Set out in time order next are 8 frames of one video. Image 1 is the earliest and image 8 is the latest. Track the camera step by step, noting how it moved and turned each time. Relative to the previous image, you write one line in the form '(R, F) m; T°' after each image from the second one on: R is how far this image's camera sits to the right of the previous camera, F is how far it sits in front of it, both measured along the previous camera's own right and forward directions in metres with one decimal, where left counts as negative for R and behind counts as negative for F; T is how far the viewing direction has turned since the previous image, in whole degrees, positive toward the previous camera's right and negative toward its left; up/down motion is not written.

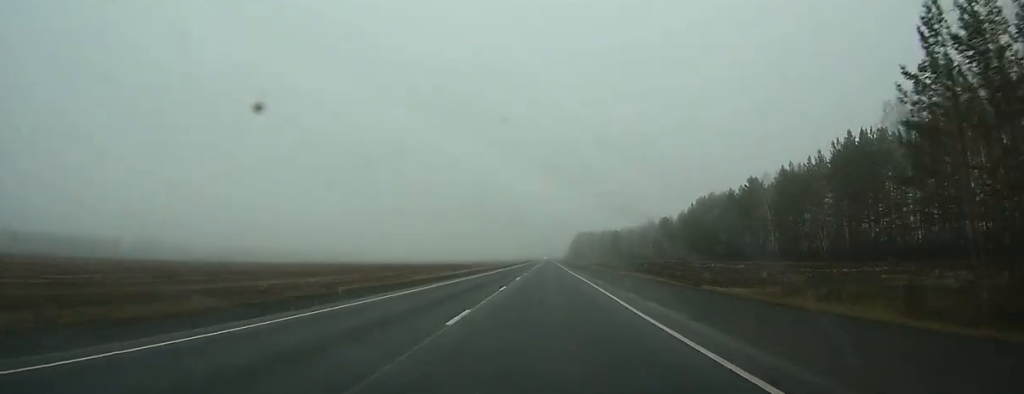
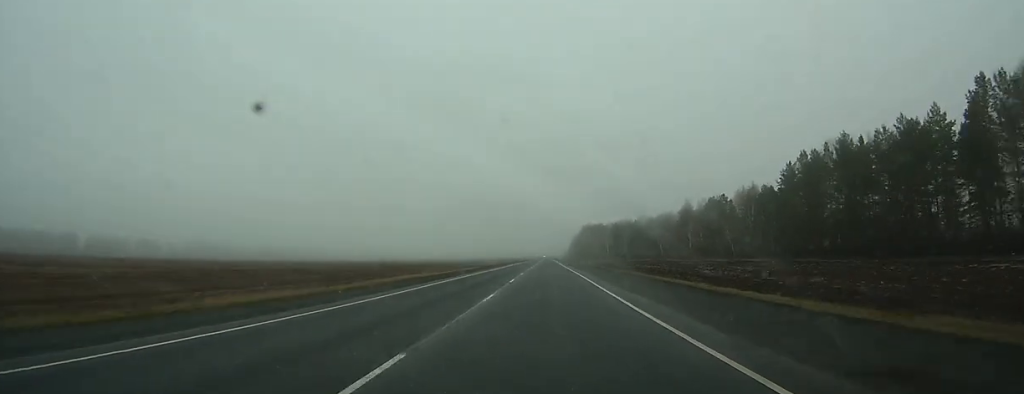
(+0.5, +78.8) m; +1°
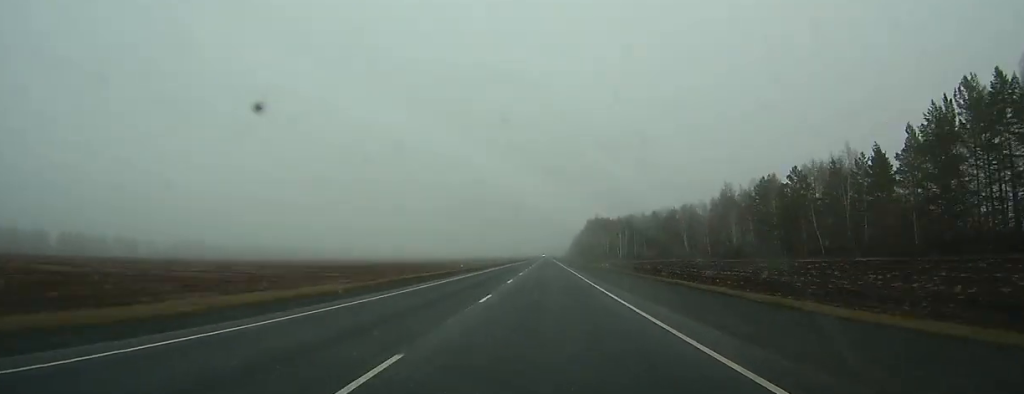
(+0.2, +48.4) m; 0°
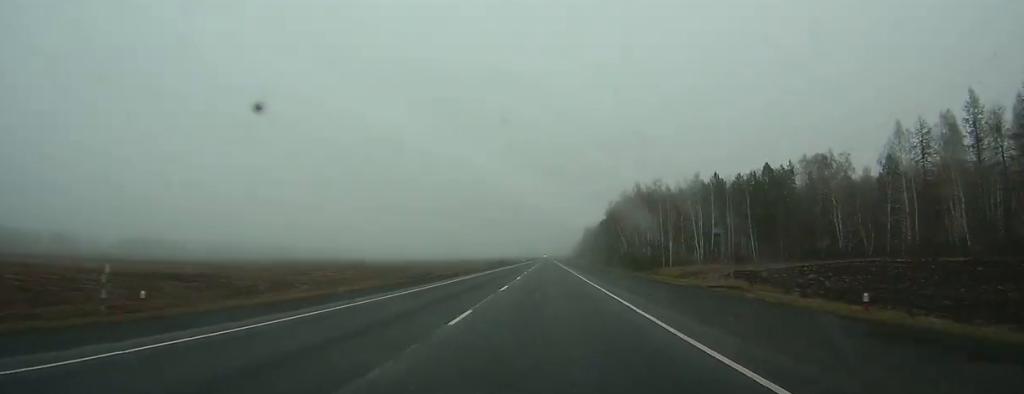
(-0.4, +114.5) m; 0°
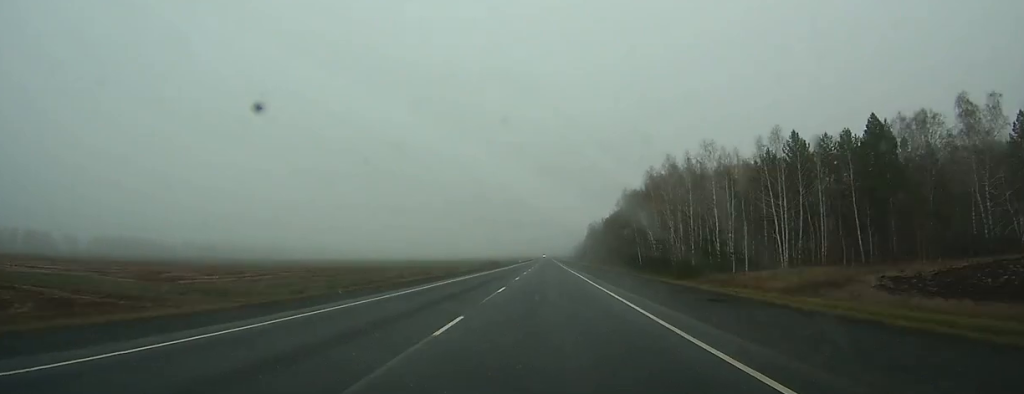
(-0.1, +38.2) m; 0°
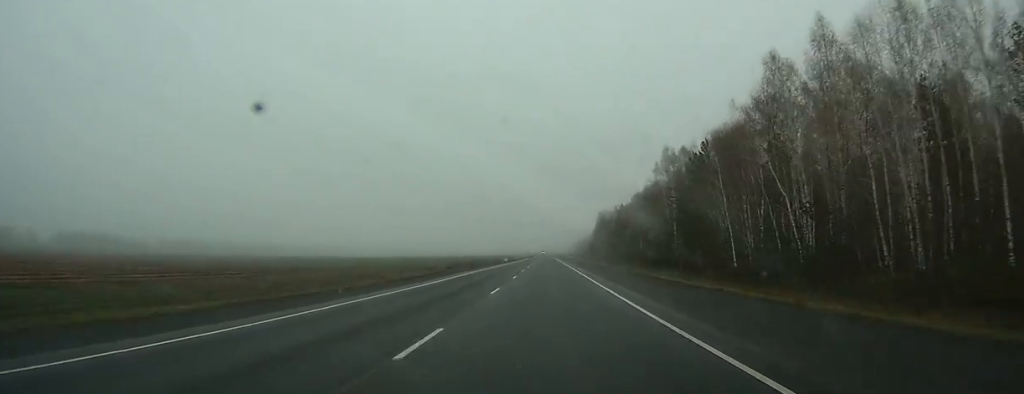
(-0.1, +63.6) m; 0°
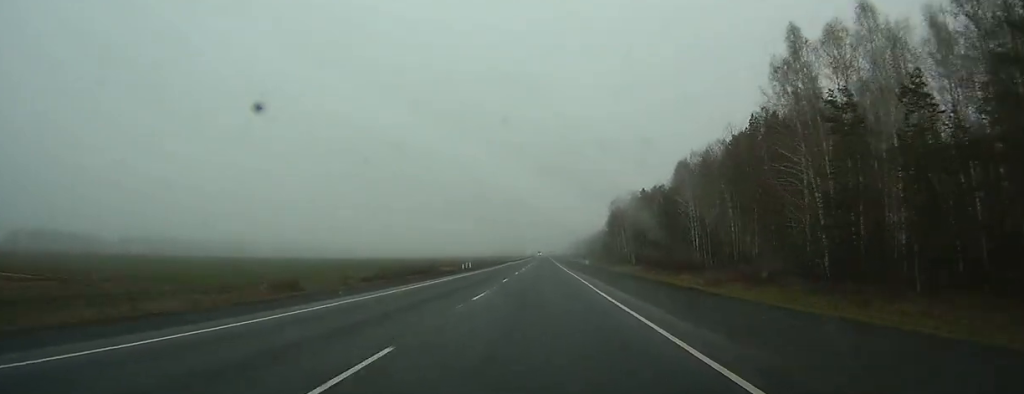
(+0.1, +63.5) m; 0°
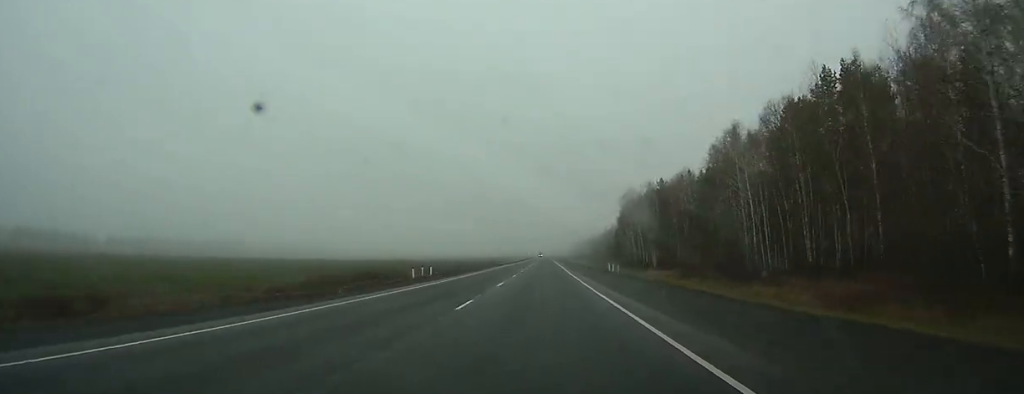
(+0.1, +27.5) m; 0°
